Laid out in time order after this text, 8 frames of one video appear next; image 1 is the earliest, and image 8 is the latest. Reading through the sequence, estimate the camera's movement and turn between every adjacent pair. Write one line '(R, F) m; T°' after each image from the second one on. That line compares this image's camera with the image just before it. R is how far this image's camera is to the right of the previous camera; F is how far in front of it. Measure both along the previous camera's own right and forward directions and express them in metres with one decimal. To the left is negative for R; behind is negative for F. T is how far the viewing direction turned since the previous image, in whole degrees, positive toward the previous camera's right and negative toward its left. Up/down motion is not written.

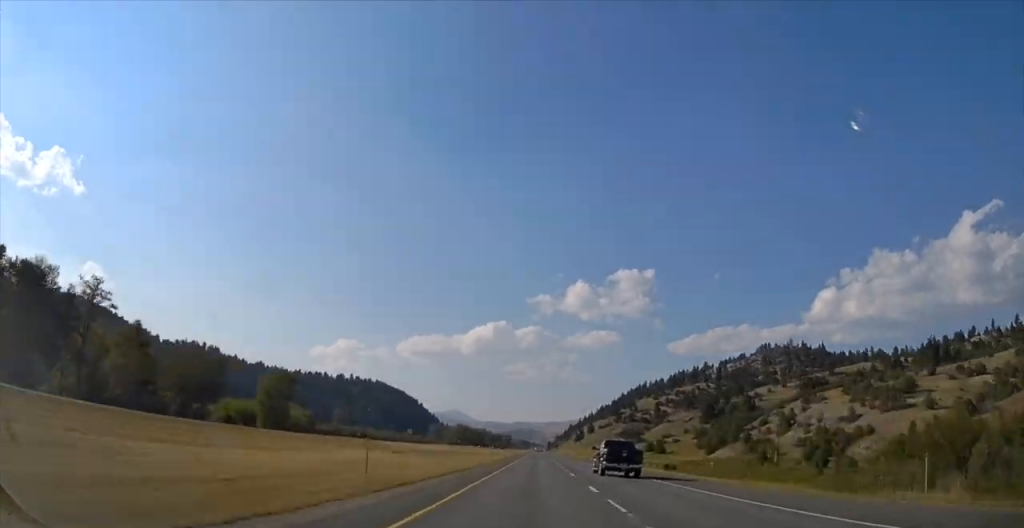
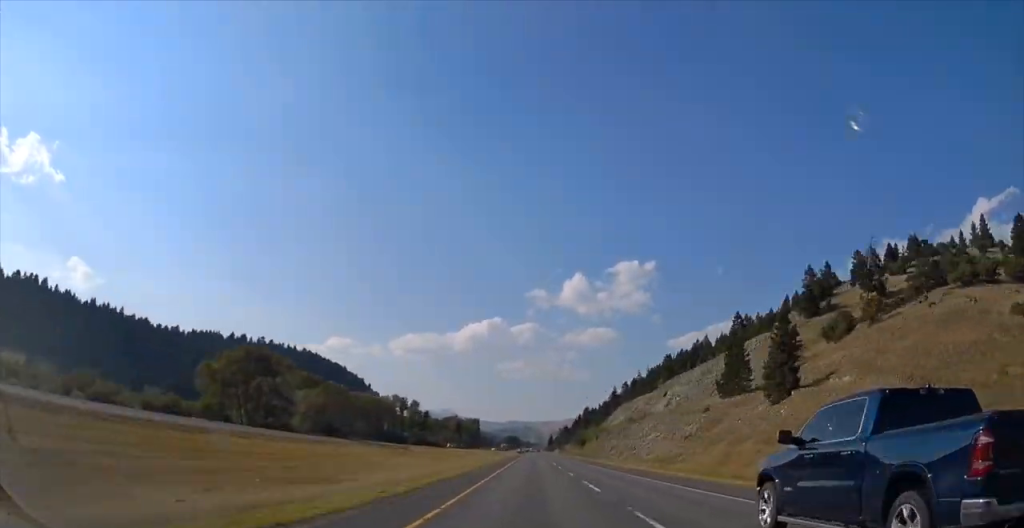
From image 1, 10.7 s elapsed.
(+2.4, +405.8) m; 0°
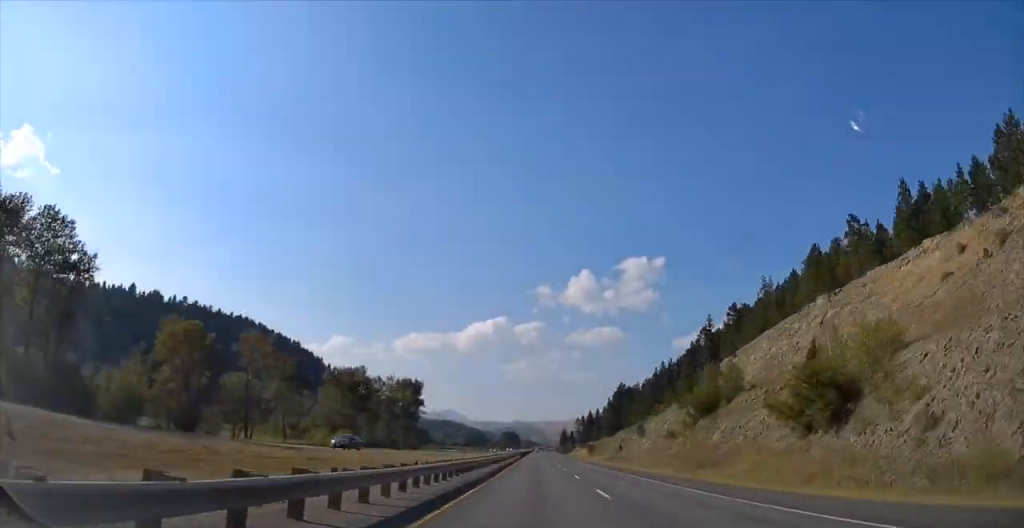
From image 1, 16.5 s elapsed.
(-0.2, +223.5) m; 0°
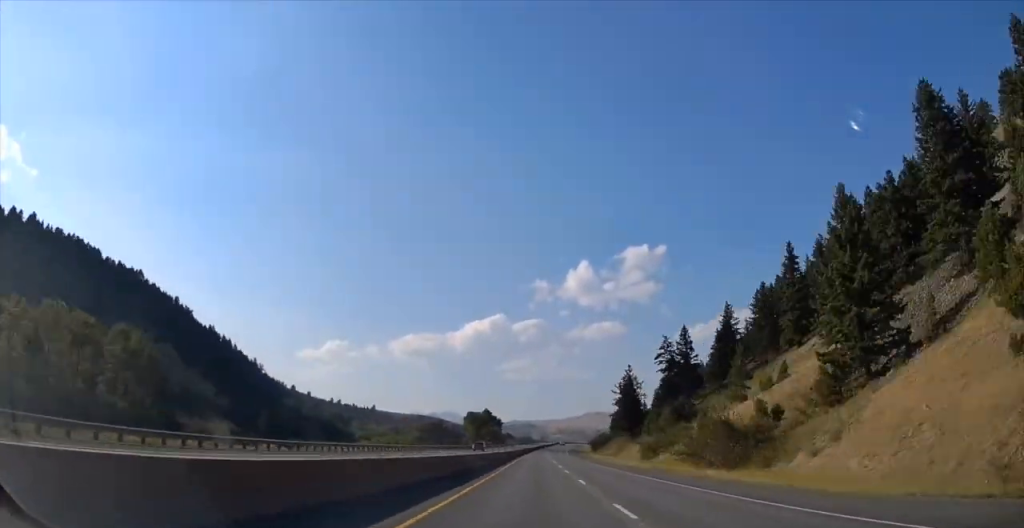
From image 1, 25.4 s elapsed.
(+2.0, +335.2) m; +2°
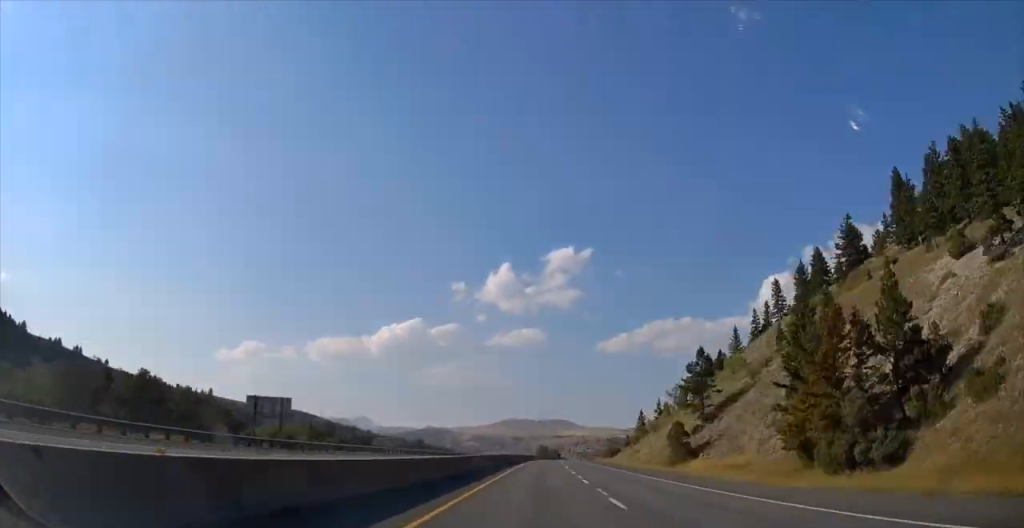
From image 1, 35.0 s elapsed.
(+17.3, +362.1) m; +7°
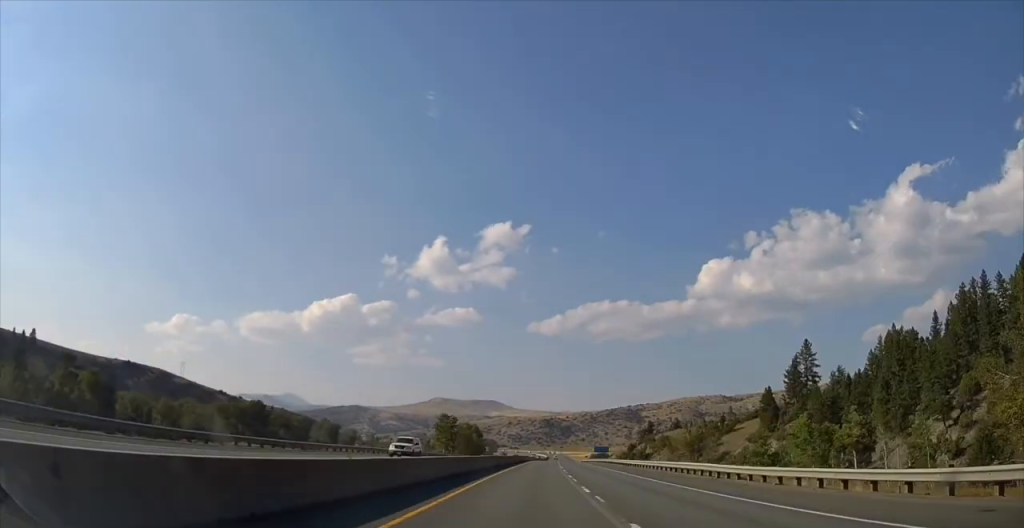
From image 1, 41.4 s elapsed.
(+10.9, +239.3) m; +2°
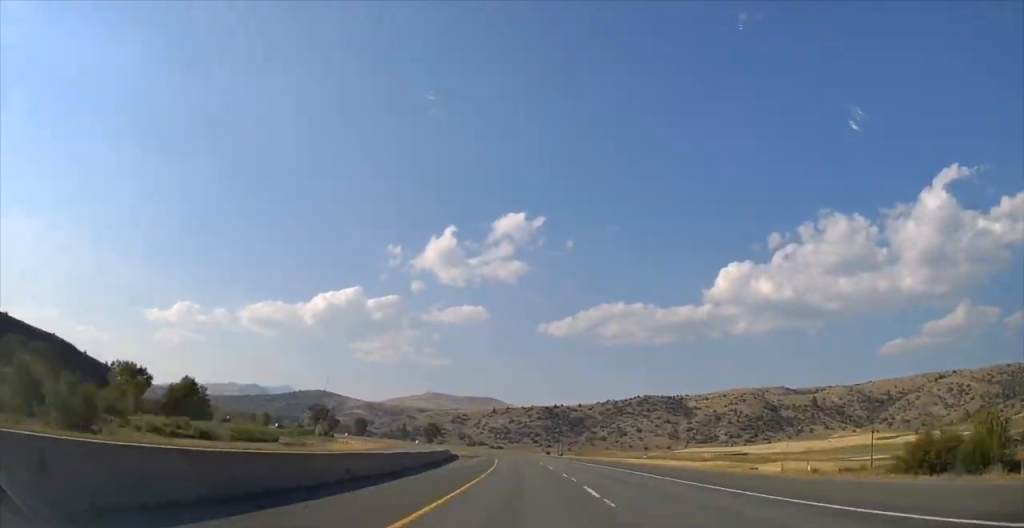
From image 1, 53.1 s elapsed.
(-14.7, +366.0) m; -8°
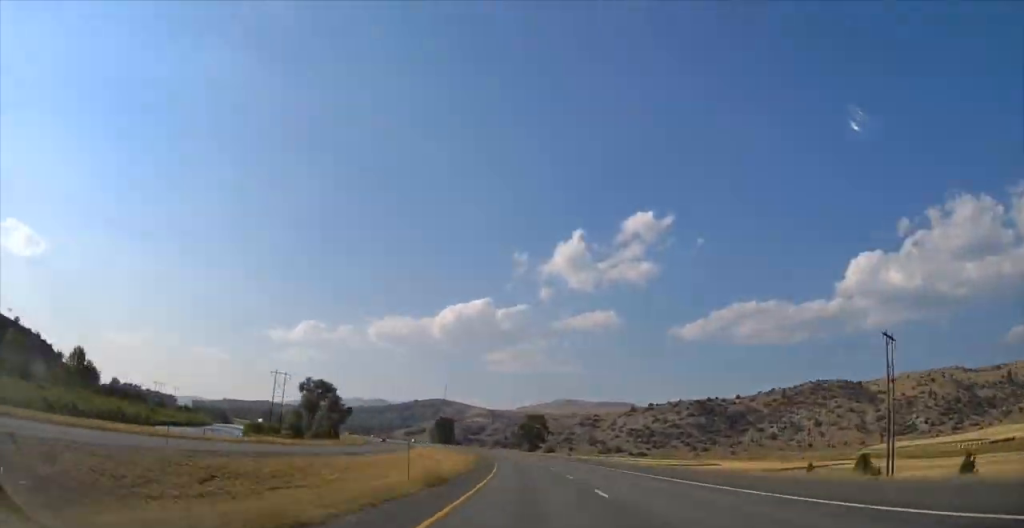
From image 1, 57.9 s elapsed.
(-5.4, +204.2) m; -6°
